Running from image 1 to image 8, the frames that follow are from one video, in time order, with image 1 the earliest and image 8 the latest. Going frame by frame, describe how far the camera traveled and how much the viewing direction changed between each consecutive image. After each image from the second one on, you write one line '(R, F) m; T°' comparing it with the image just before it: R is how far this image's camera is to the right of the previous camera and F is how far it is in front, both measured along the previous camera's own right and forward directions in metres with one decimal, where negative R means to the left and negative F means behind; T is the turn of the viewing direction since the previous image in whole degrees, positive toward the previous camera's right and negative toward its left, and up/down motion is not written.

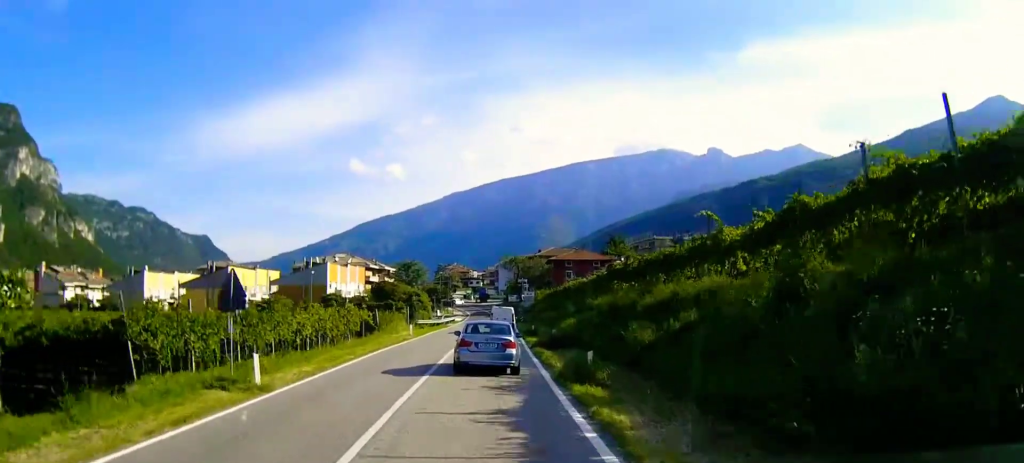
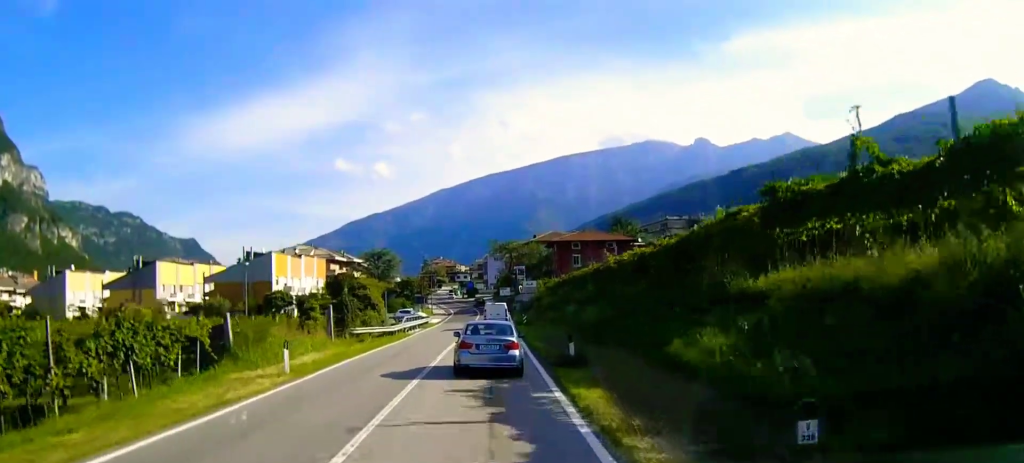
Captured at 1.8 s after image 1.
(+0.3, +28.8) m; +1°
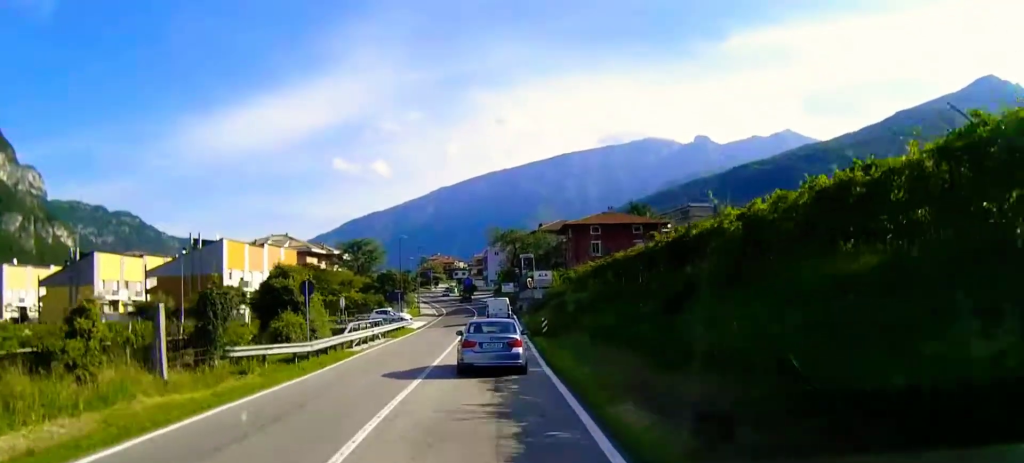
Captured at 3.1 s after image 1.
(+0.1, +20.4) m; 0°
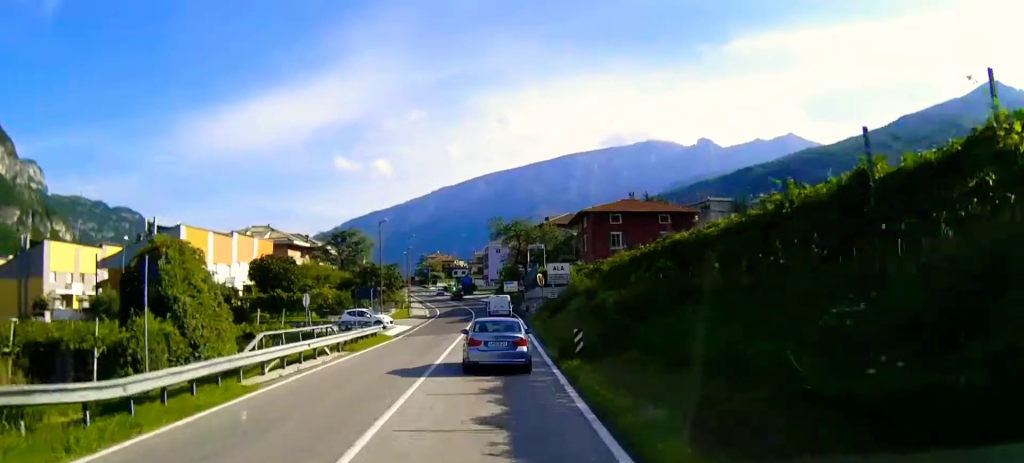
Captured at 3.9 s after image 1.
(0.0, +13.4) m; 0°
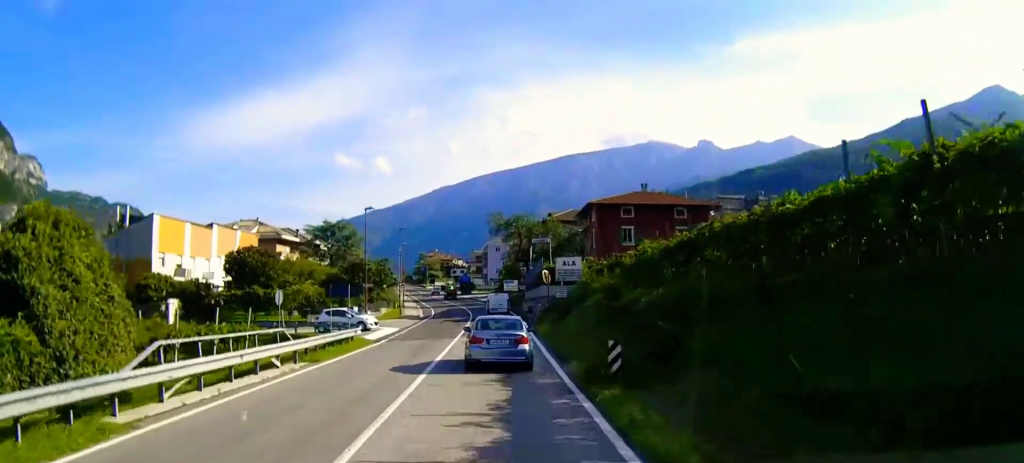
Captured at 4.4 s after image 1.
(0.0, +6.6) m; 0°
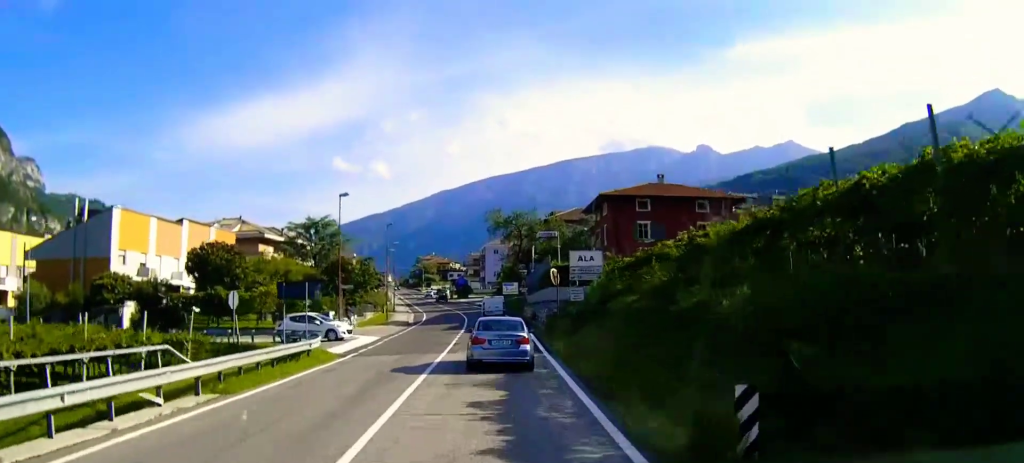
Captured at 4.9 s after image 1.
(0.0, +8.1) m; 0°
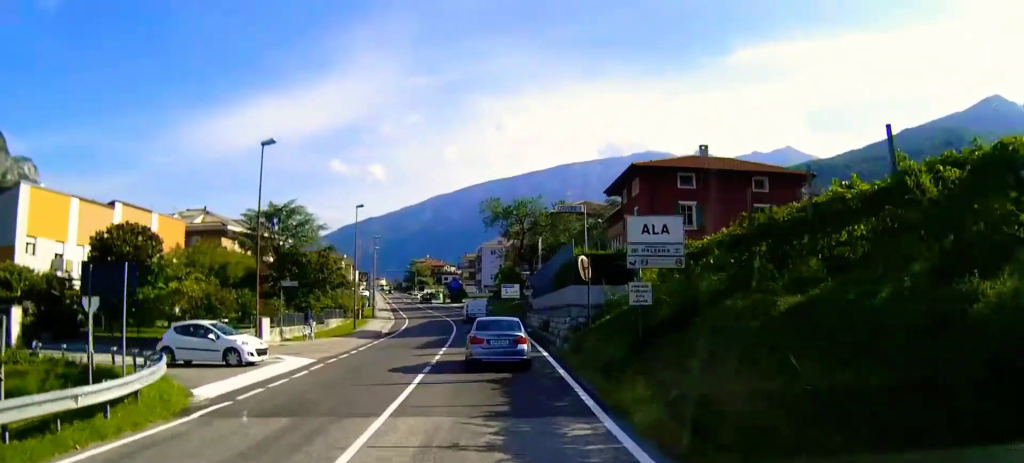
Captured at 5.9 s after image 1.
(0.0, +14.6) m; 0°
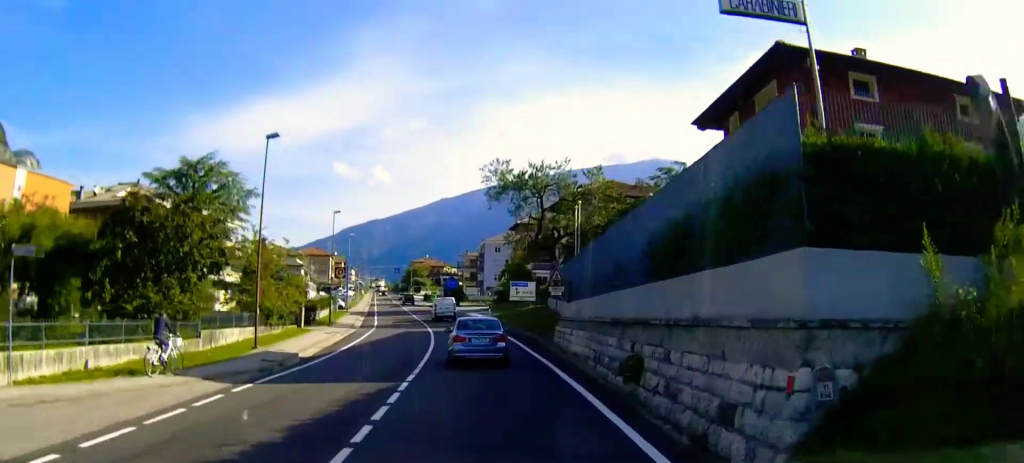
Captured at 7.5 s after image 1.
(0.0, +23.6) m; 0°
